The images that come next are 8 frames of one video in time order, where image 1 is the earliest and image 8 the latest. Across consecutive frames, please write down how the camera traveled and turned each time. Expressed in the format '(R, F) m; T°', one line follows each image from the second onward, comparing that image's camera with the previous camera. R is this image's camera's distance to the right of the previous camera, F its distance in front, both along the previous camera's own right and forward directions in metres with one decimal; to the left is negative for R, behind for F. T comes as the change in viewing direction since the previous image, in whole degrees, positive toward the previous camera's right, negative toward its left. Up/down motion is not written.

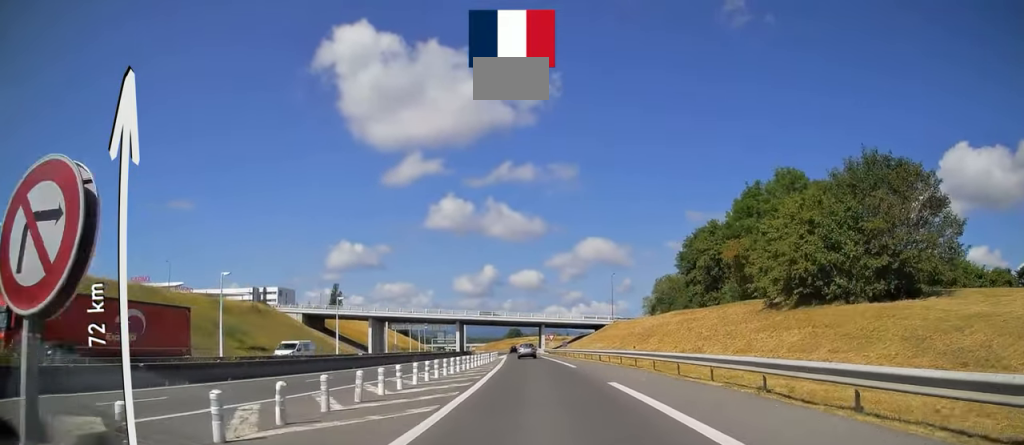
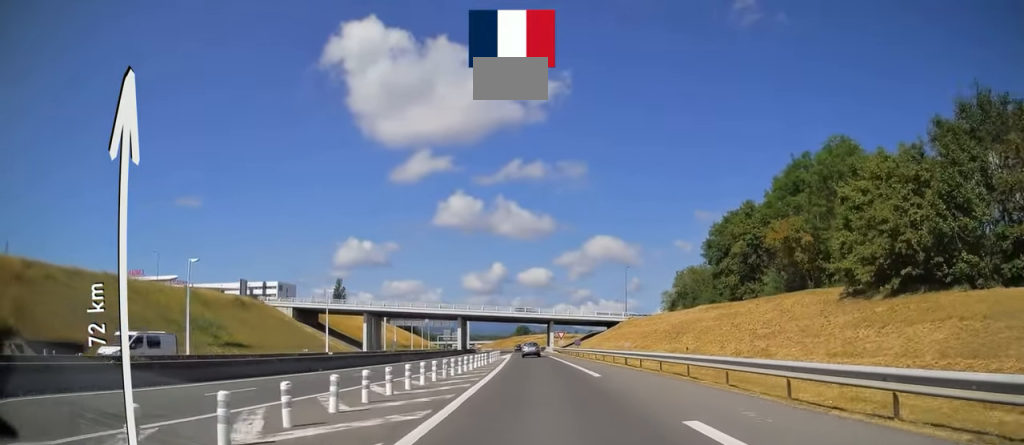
(-0.3, +8.9) m; -1°
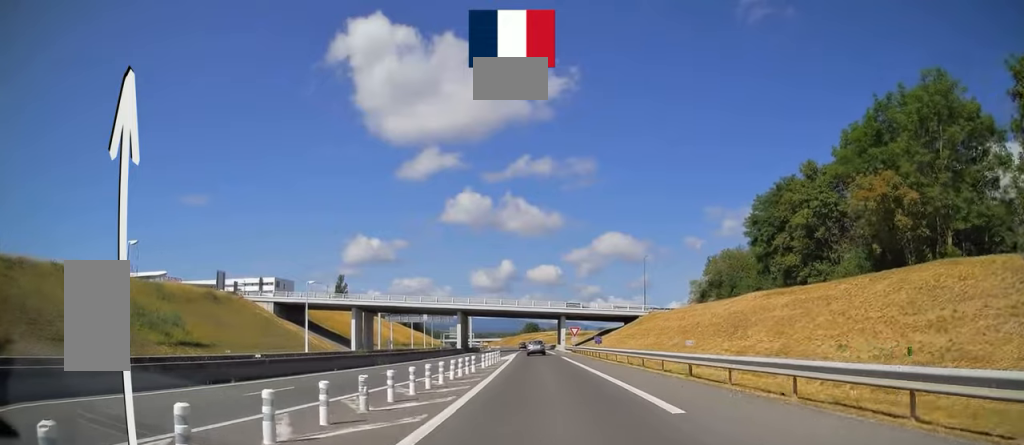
(+0.2, +12.1) m; -1°
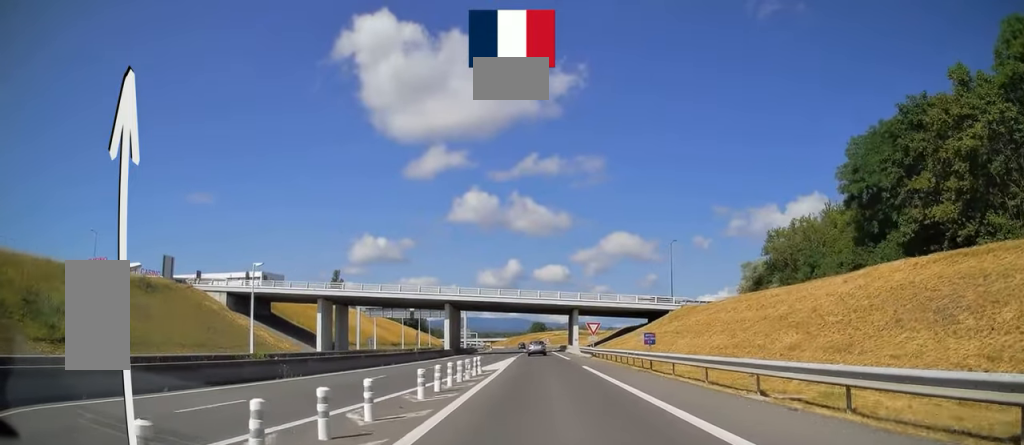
(0.0, +18.3) m; -1°
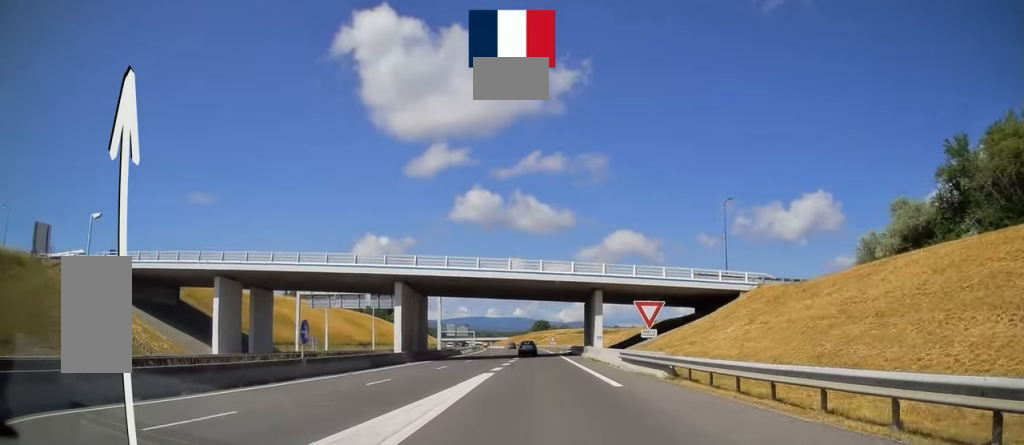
(-0.7, +27.7) m; -1°
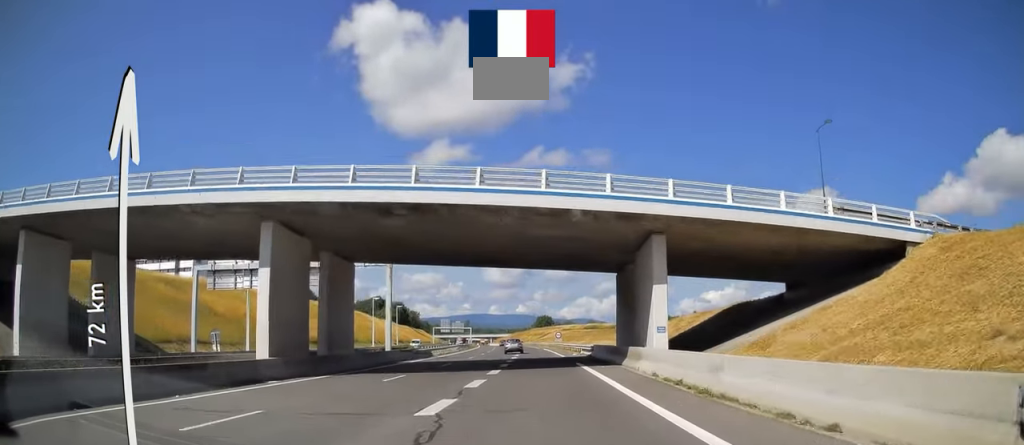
(+0.1, +25.0) m; 0°
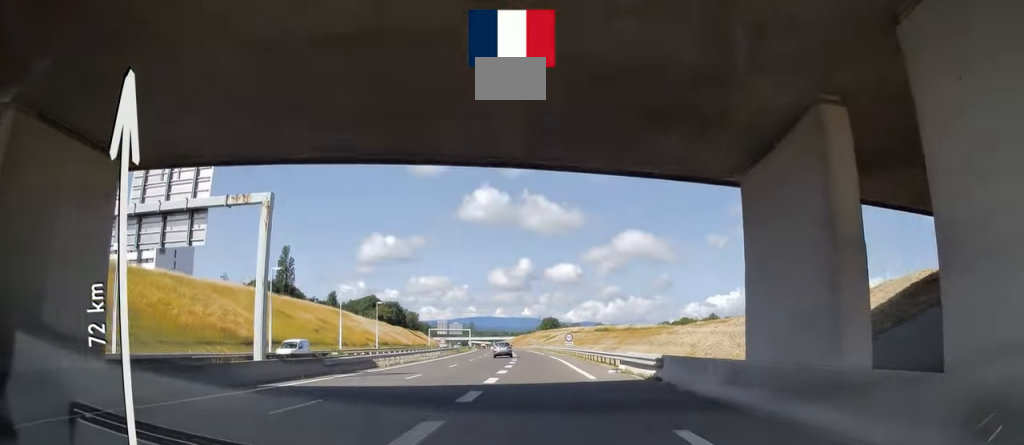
(+0.1, +22.8) m; 0°
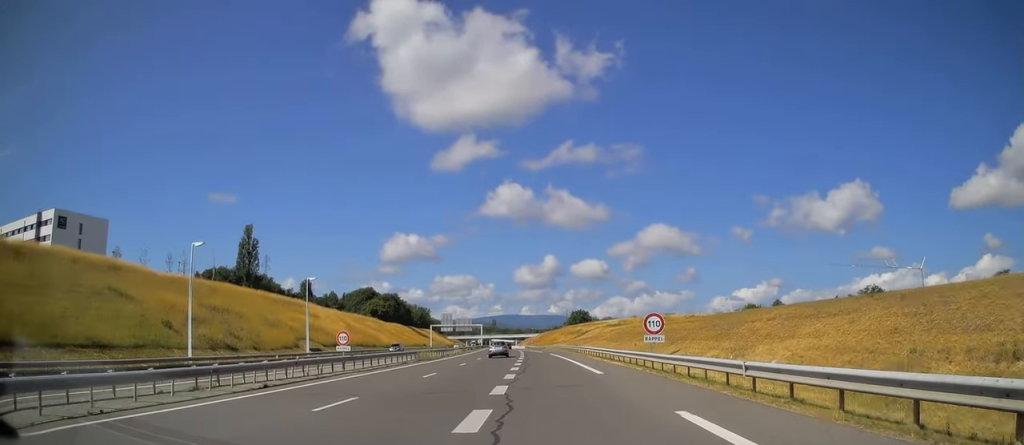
(-1.2, +49.8) m; -3°
